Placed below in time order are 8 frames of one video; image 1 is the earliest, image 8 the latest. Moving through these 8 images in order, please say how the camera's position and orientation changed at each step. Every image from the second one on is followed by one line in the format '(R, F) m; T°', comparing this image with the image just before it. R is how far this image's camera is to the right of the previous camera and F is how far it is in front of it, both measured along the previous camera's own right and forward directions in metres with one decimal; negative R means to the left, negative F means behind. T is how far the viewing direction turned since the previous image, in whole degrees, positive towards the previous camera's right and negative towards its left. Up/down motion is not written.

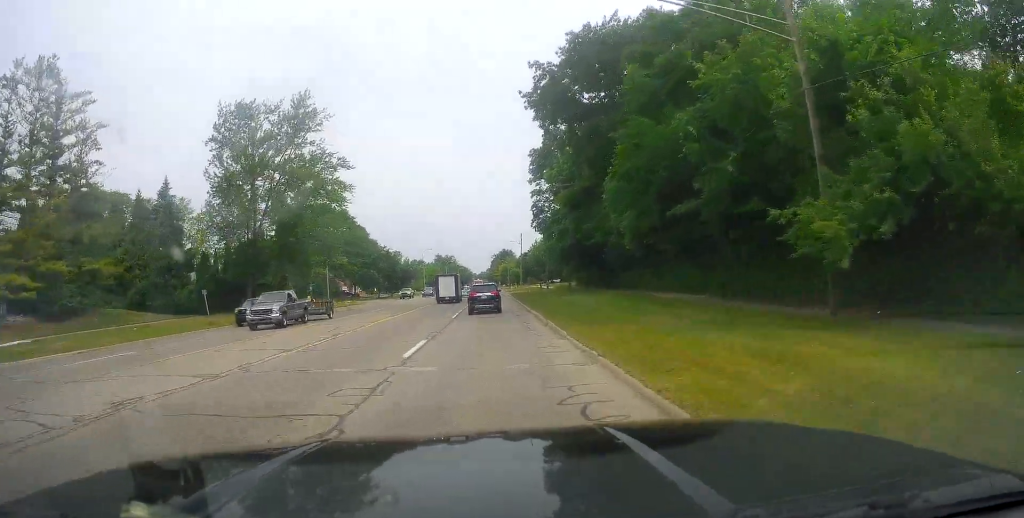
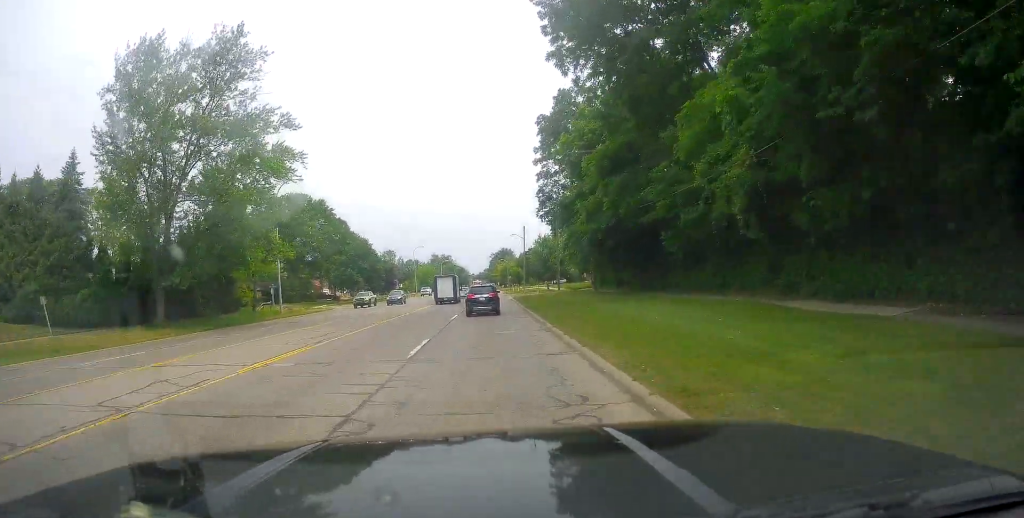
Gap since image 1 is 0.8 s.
(+0.6, +15.5) m; +1°
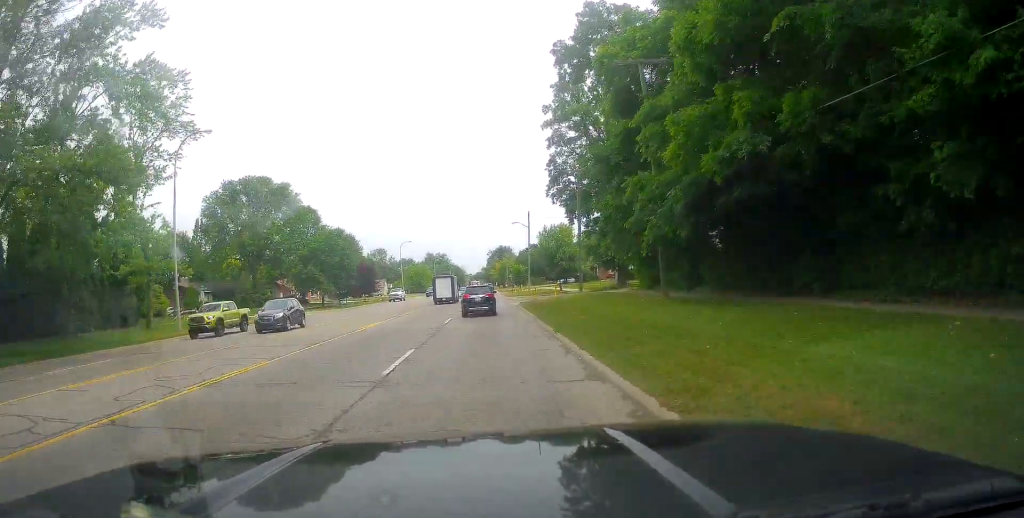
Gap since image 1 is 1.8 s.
(-0.4, +18.3) m; -2°
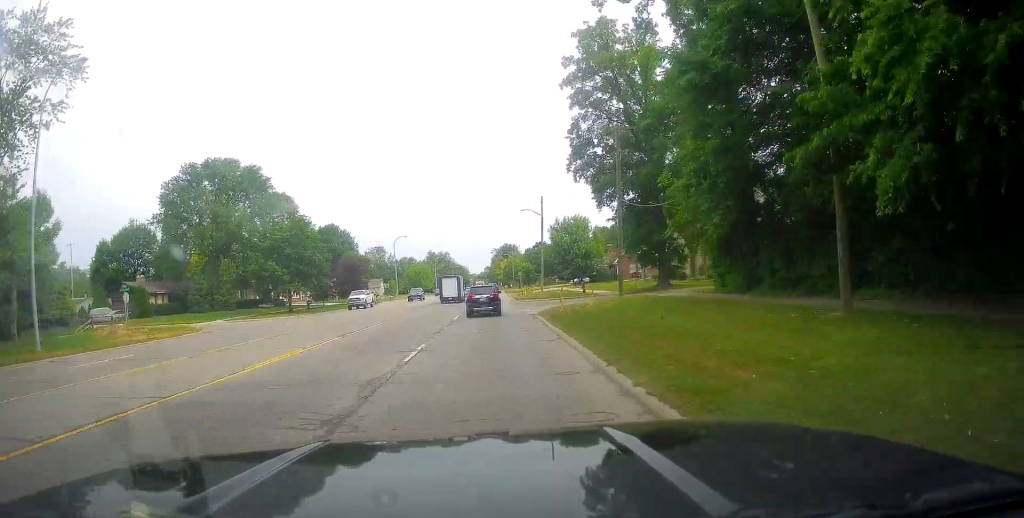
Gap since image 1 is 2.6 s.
(-0.3, +14.0) m; +1°
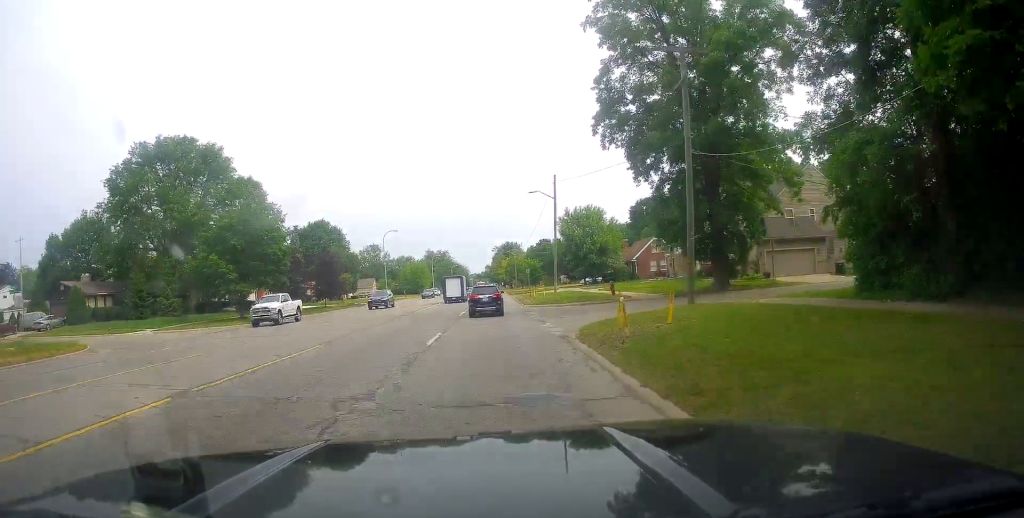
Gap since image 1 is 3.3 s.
(+0.3, +12.7) m; +2°
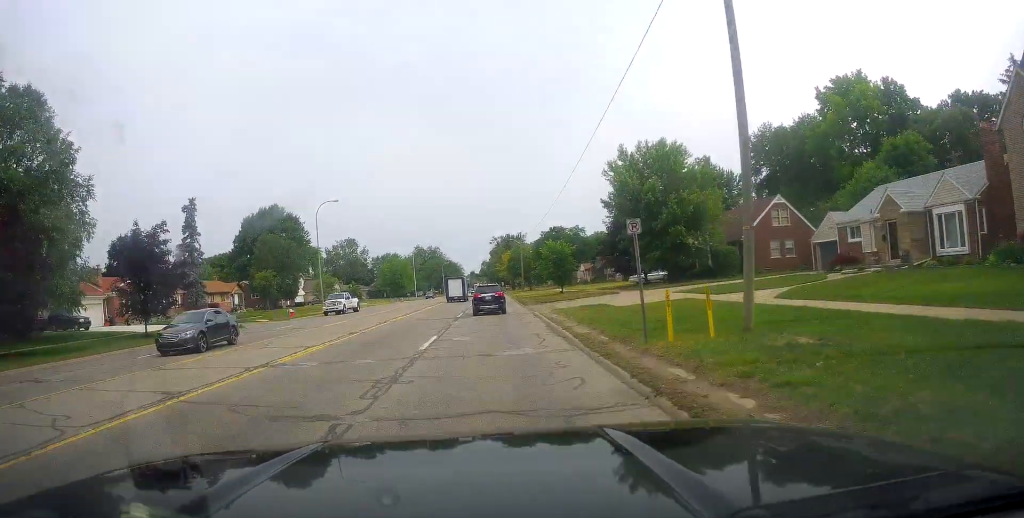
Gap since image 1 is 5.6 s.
(-0.4, +39.5) m; -3°
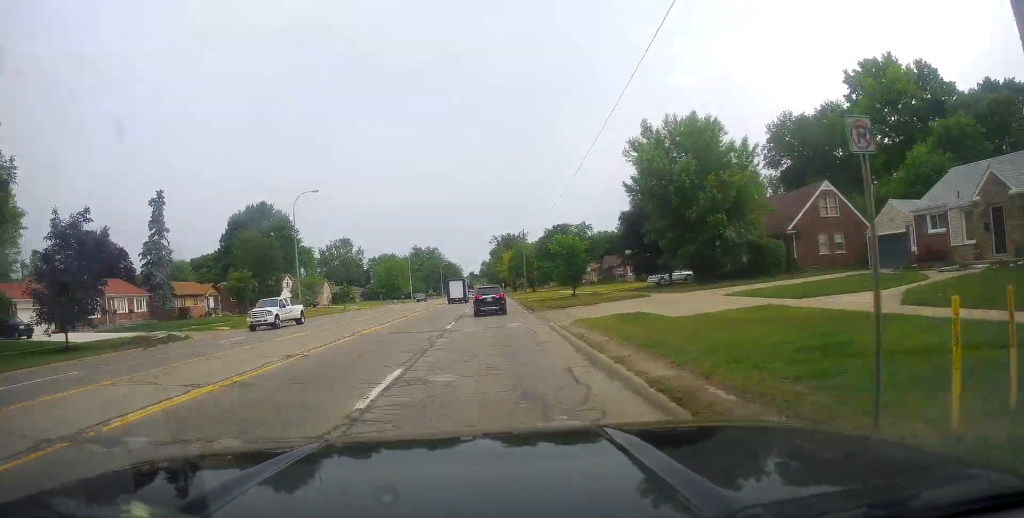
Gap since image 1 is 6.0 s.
(0.0, +7.8) m; 0°
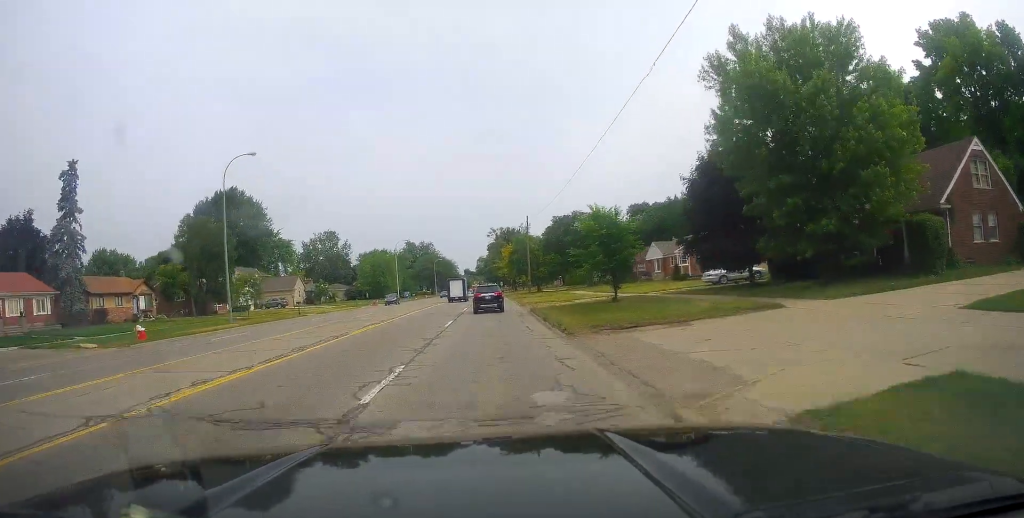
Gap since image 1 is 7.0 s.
(+0.3, +16.2) m; +2°
